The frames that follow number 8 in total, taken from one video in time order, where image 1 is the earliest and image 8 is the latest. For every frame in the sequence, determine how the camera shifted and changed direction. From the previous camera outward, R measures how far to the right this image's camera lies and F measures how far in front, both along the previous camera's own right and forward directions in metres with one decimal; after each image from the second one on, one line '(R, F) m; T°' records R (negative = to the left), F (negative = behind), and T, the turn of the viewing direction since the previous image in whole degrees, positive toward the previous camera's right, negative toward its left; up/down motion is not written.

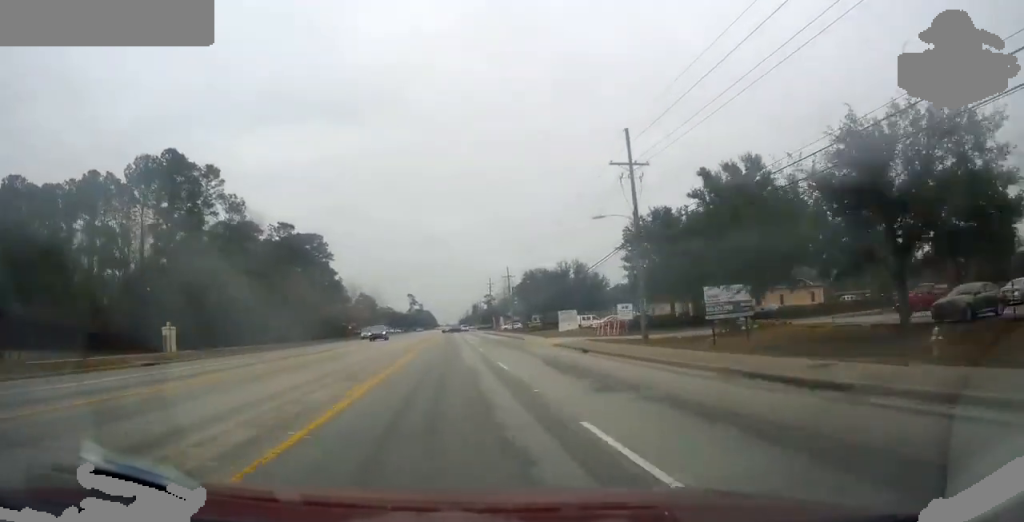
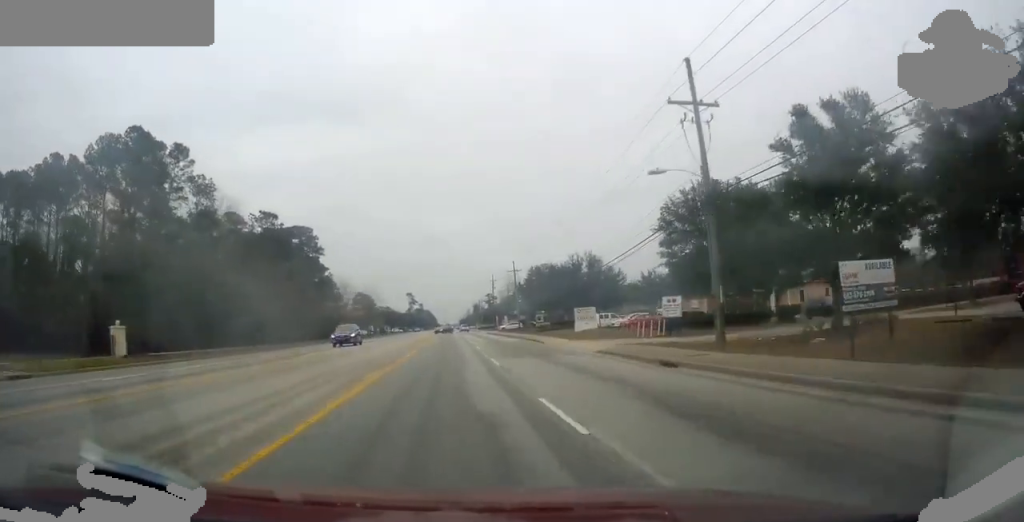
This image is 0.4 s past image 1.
(0.0, +10.0) m; 0°
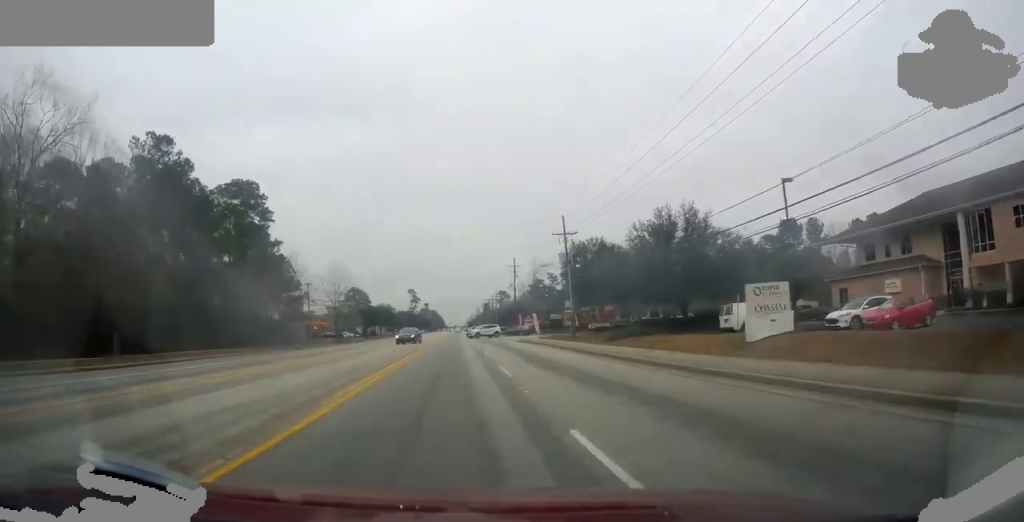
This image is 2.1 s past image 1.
(0.0, +38.5) m; +1°
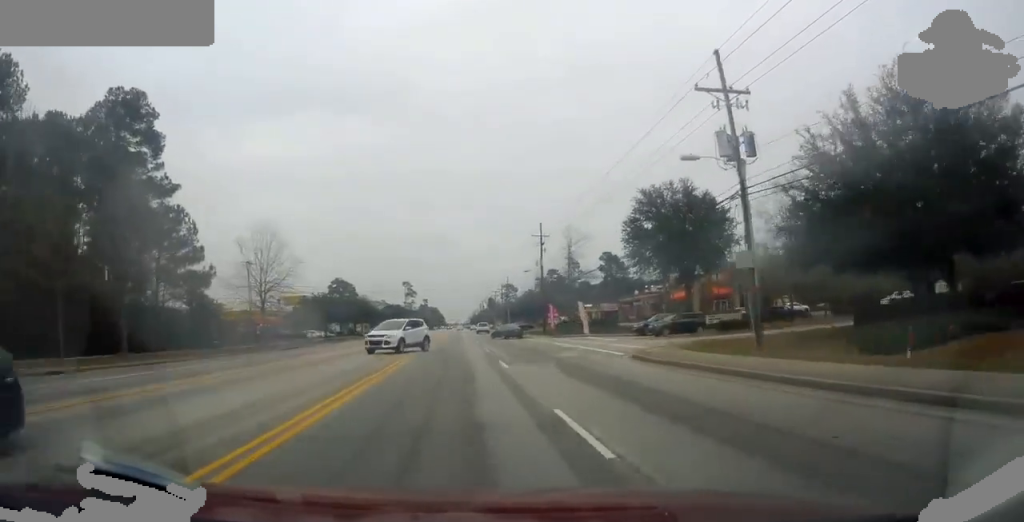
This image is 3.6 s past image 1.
(+0.1, +34.3) m; -1°
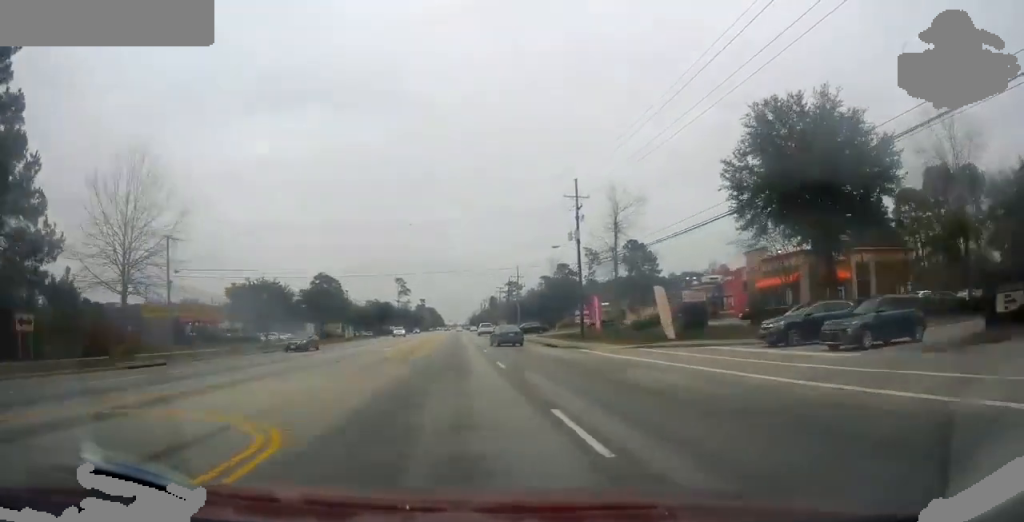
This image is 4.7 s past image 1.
(-0.6, +24.0) m; 0°
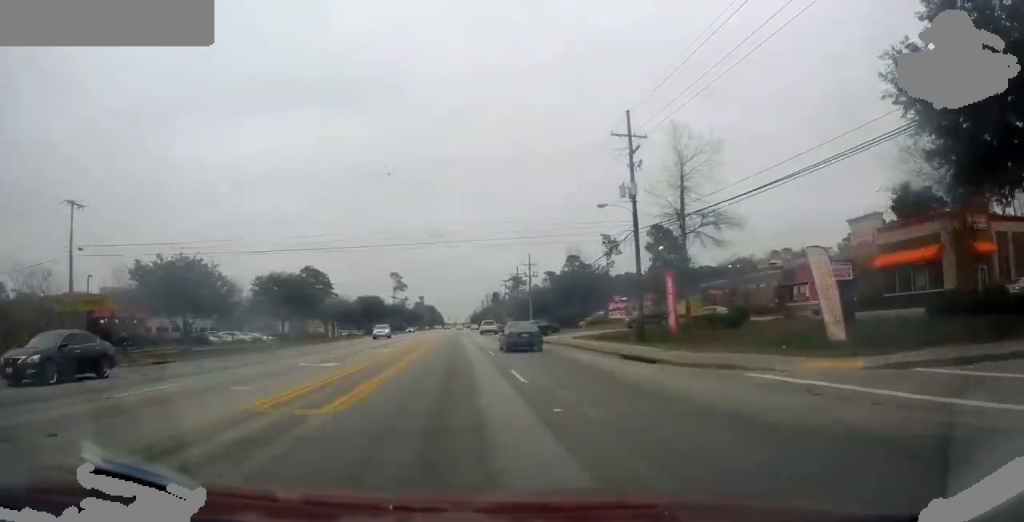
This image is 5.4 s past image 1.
(+0.4, +16.9) m; +1°
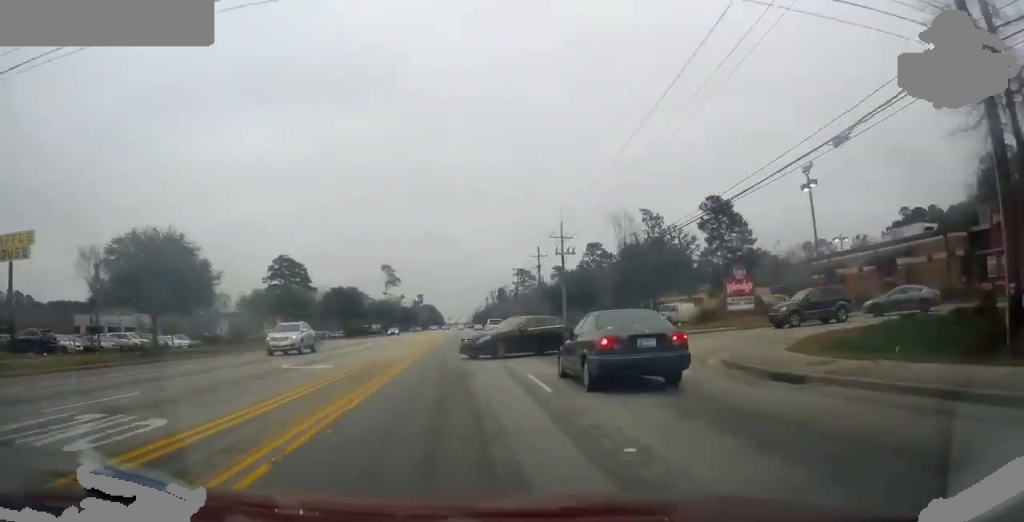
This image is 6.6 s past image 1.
(0.0, +25.2) m; 0°
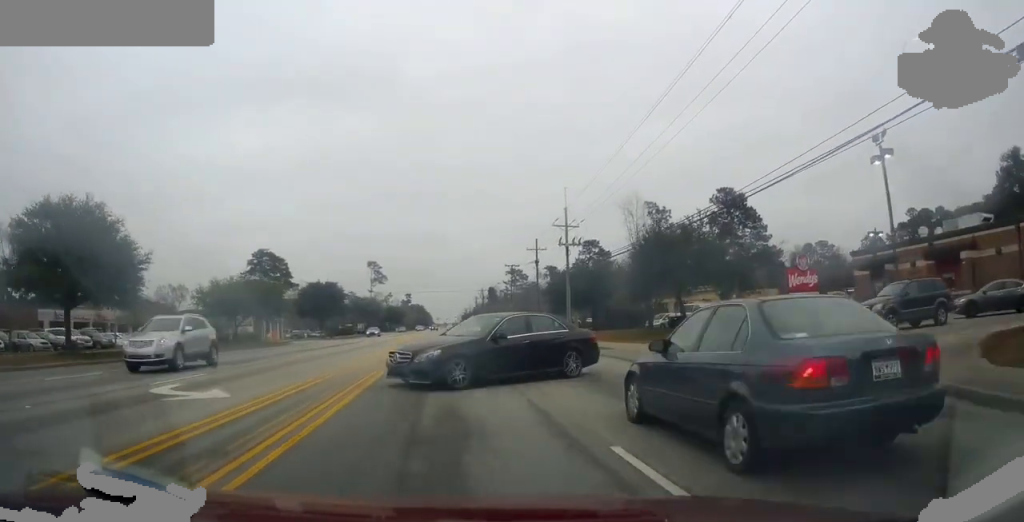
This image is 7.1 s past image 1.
(+0.1, +8.6) m; 0°
